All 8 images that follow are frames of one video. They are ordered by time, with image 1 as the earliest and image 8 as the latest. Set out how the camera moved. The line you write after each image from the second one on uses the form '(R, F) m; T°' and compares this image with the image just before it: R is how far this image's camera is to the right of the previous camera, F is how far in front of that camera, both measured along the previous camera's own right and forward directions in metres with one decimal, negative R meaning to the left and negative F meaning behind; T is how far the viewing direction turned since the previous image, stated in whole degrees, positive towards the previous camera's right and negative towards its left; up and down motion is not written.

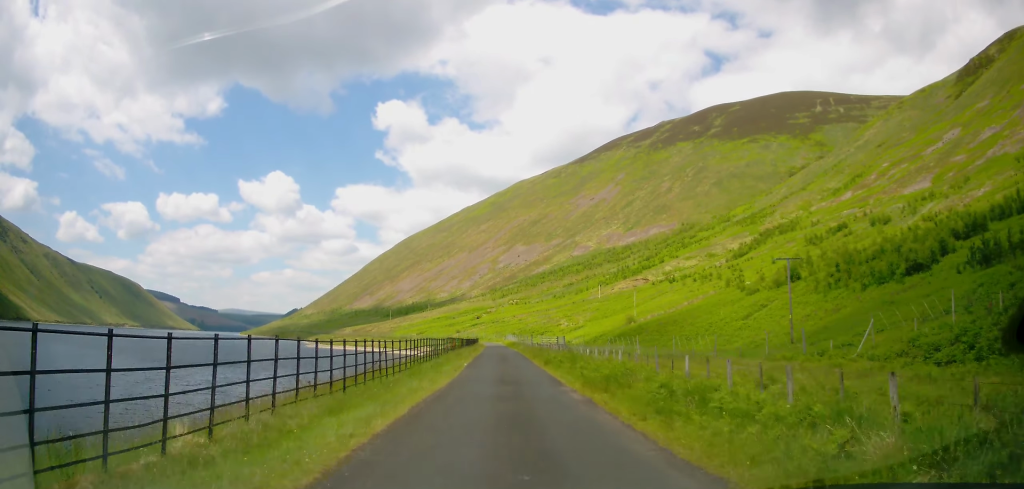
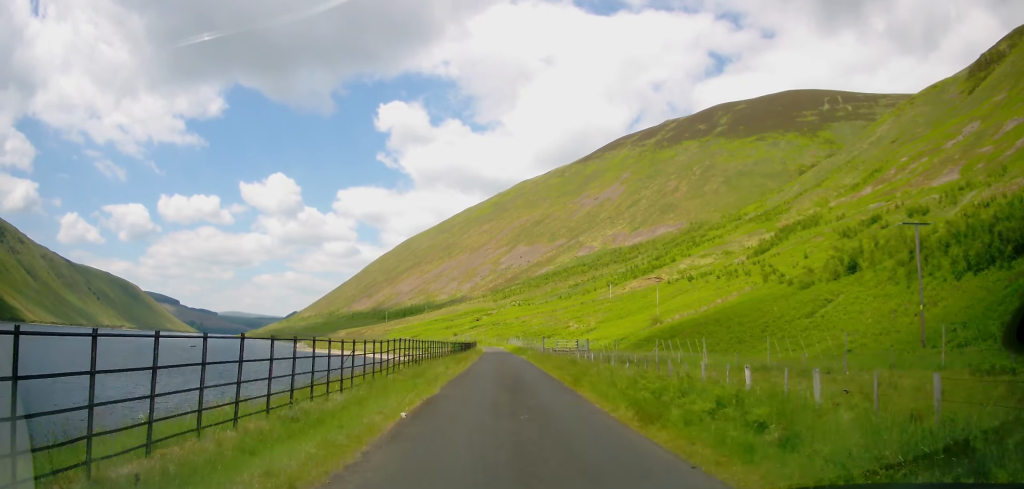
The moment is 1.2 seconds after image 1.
(+0.1, +17.6) m; 0°
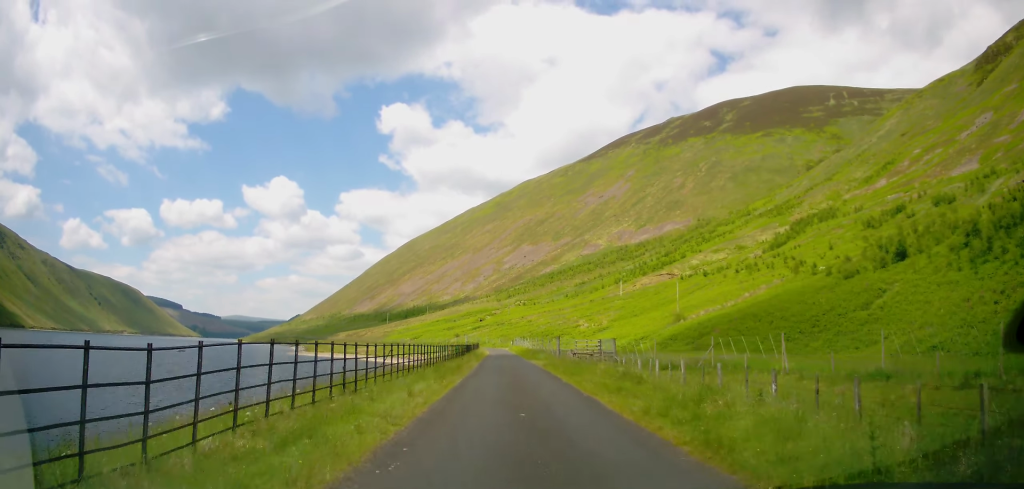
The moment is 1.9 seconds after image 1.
(0.0, +10.5) m; -1°
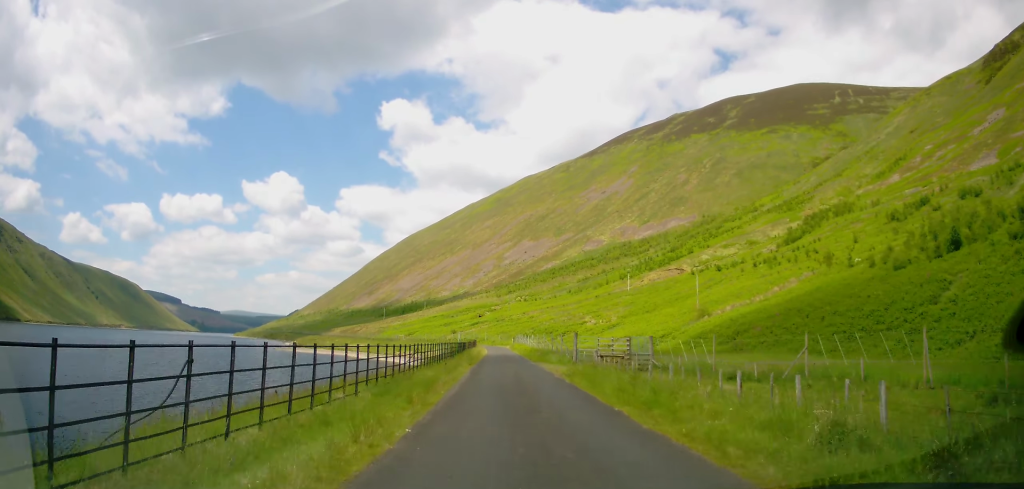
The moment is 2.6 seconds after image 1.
(-0.2, +10.6) m; 0°
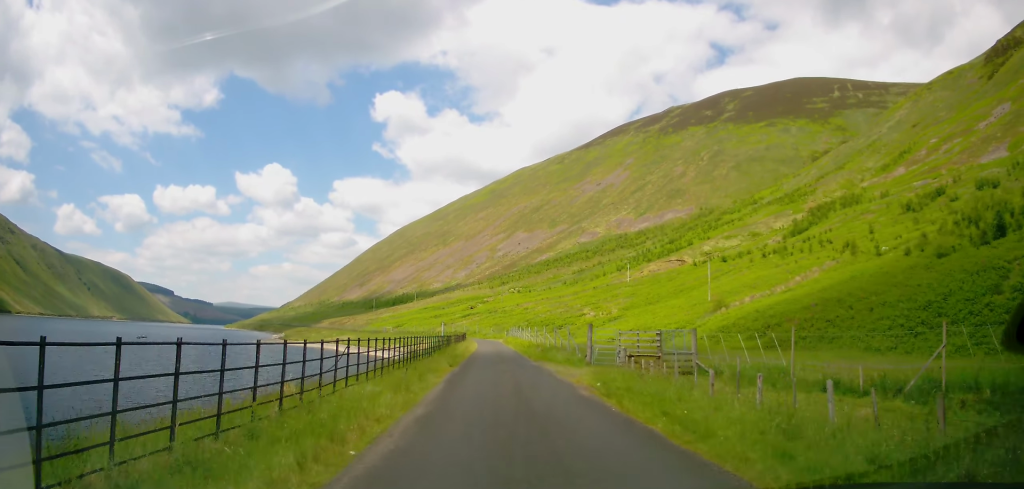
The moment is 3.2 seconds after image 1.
(-0.1, +8.6) m; 0°
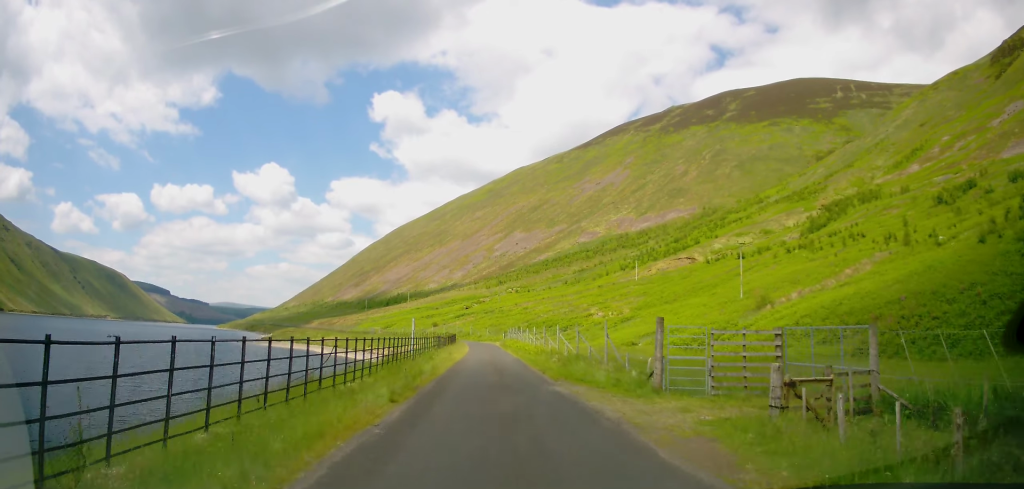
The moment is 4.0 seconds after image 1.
(+0.2, +12.9) m; +1°
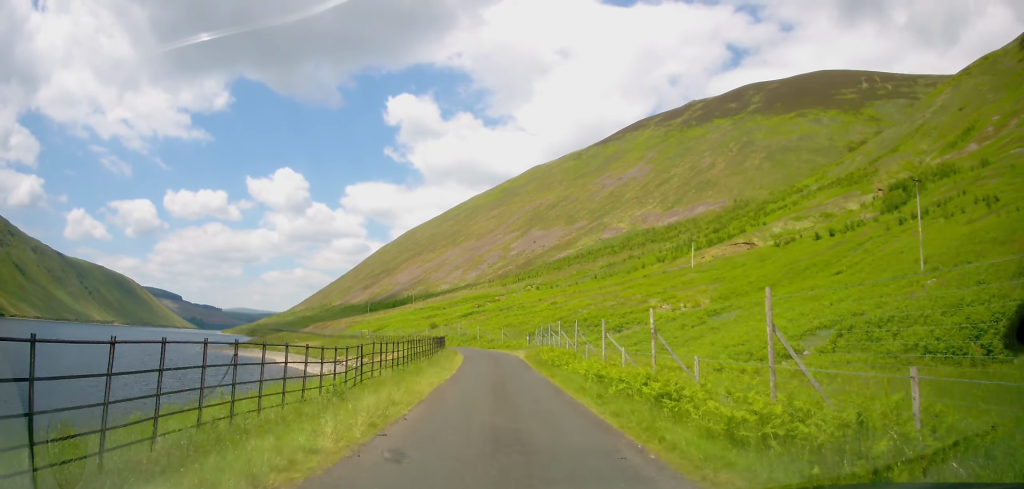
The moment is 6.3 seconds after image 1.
(-0.9, +31.7) m; -3°
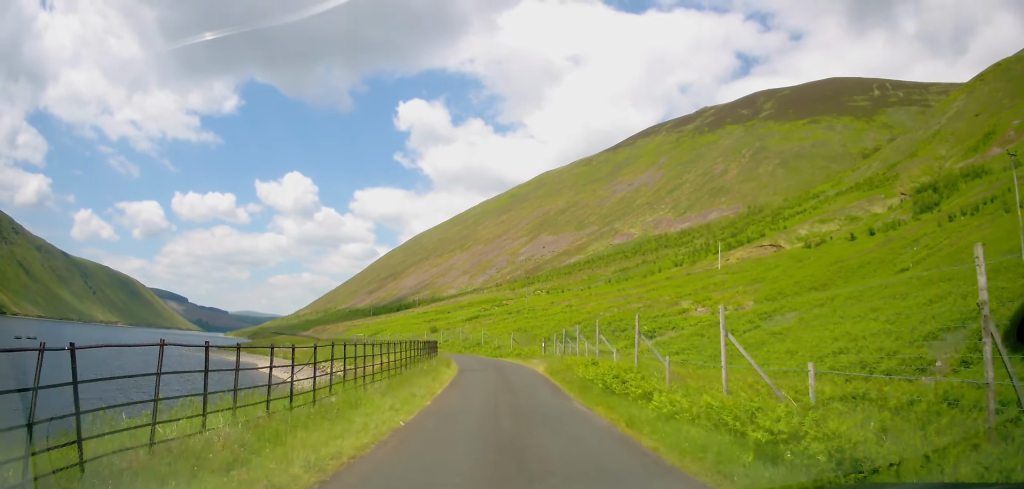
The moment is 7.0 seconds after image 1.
(-0.1, +10.1) m; 0°
